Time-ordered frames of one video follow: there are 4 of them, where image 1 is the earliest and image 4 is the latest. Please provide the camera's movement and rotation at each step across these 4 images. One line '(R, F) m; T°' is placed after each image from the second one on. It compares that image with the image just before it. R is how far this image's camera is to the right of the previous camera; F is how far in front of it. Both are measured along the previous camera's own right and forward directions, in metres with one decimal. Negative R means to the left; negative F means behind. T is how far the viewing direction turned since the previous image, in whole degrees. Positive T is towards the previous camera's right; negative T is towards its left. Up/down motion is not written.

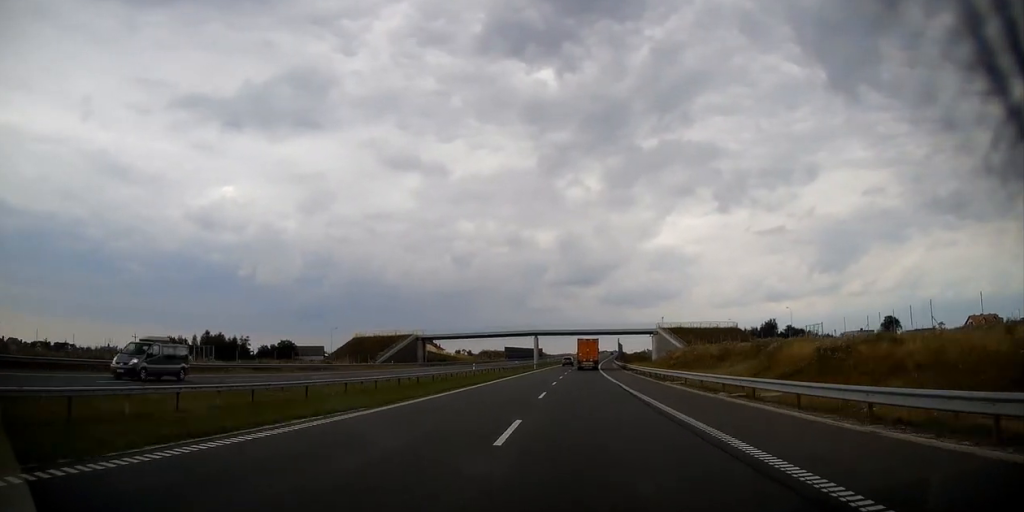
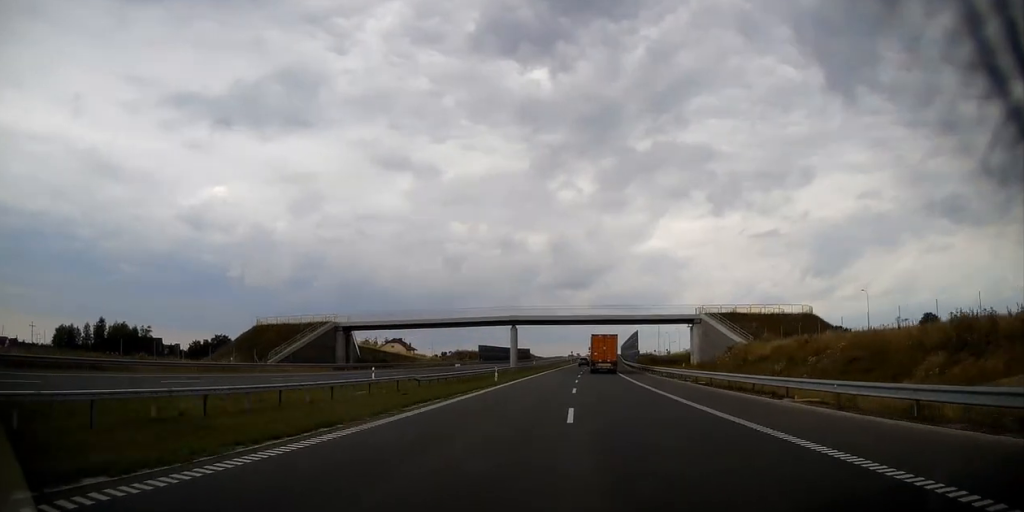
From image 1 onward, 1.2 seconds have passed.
(+0.2, +44.3) m; +1°
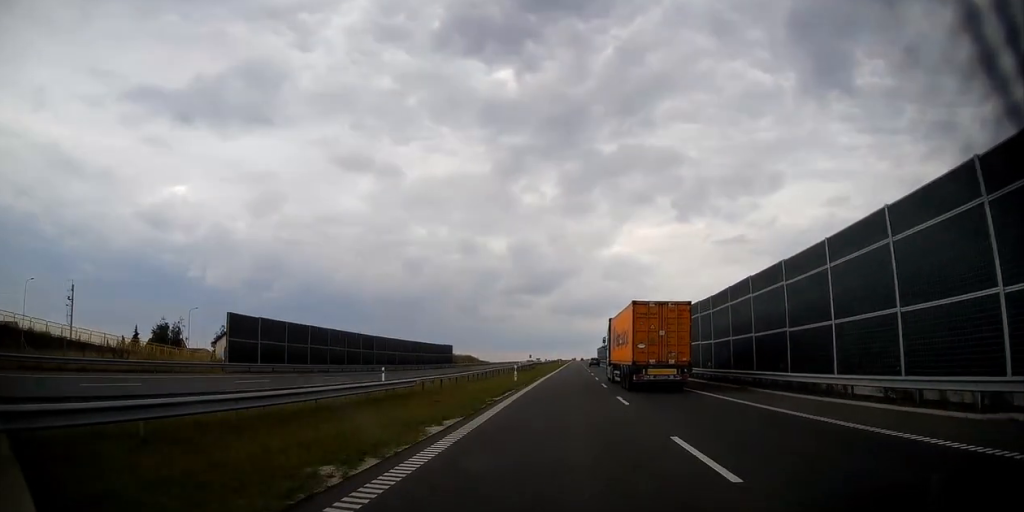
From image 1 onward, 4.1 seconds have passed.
(+2.9, +102.1) m; +4°
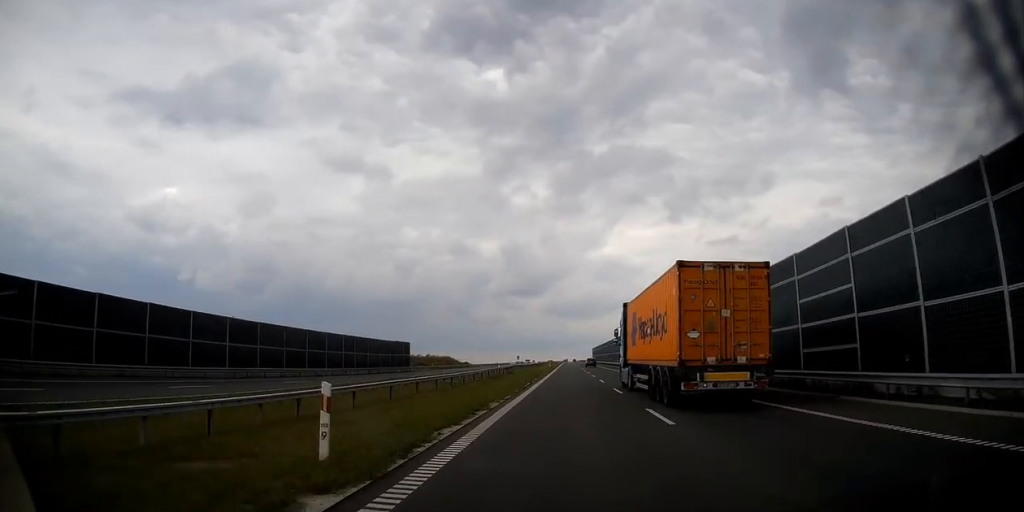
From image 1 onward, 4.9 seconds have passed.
(+0.2, +30.0) m; +1°
